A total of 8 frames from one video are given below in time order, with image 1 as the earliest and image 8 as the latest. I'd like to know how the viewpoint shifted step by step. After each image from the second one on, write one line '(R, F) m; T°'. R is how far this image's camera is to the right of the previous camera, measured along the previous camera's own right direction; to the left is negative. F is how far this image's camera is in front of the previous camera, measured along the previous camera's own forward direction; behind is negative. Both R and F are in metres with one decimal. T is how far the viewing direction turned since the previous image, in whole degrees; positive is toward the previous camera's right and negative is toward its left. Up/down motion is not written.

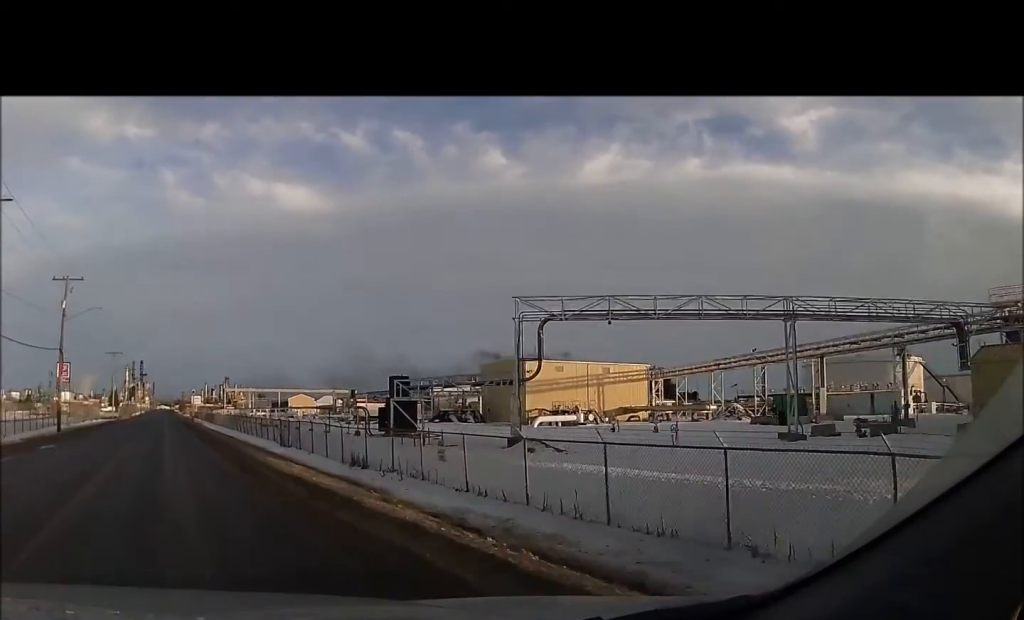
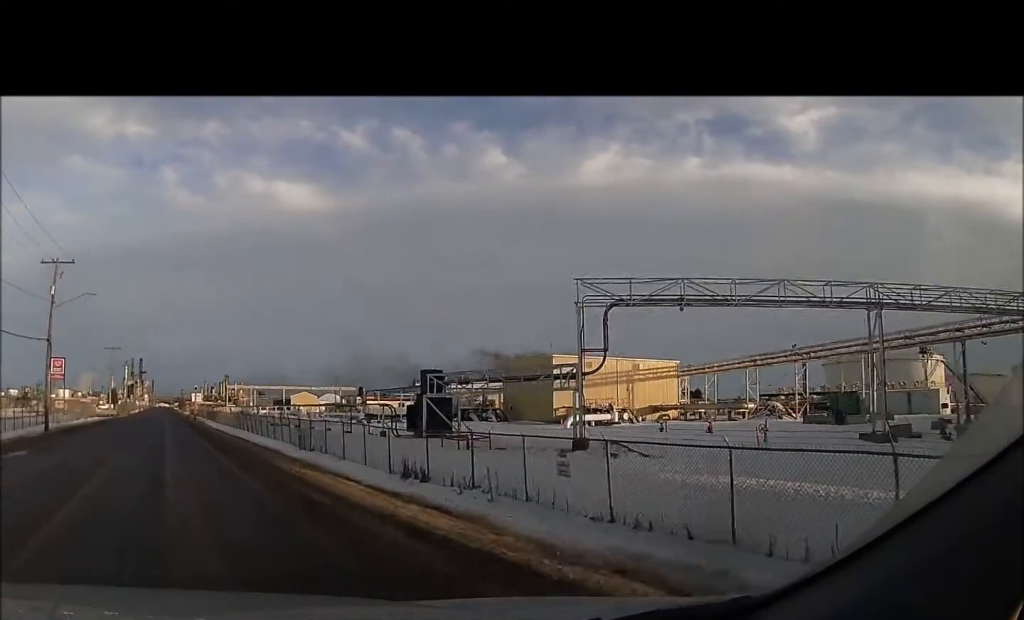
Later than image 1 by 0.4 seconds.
(0.0, +6.8) m; 0°
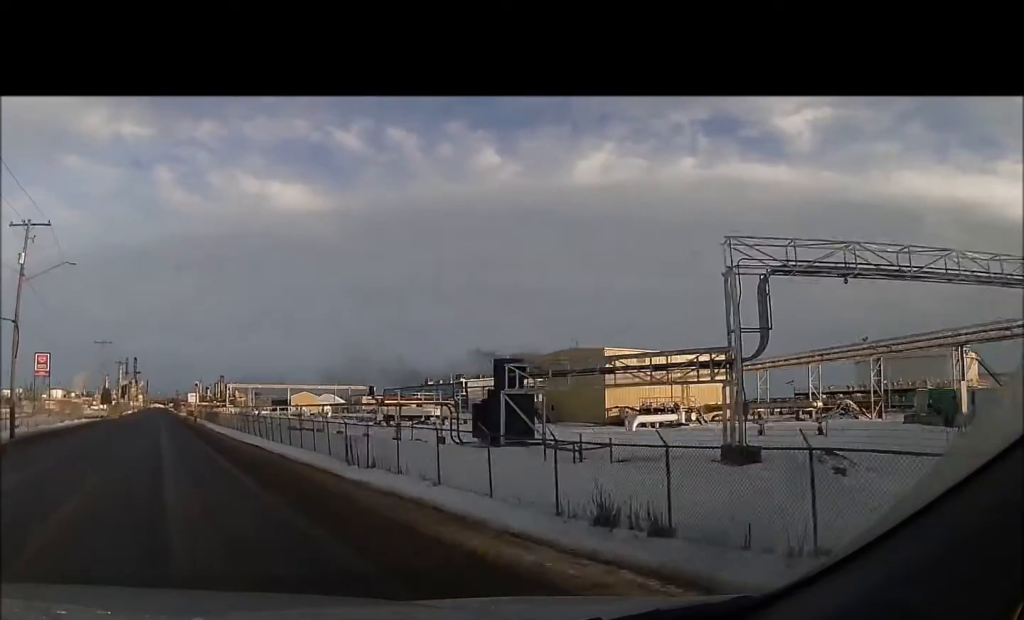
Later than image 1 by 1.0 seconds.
(0.0, +10.7) m; 0°
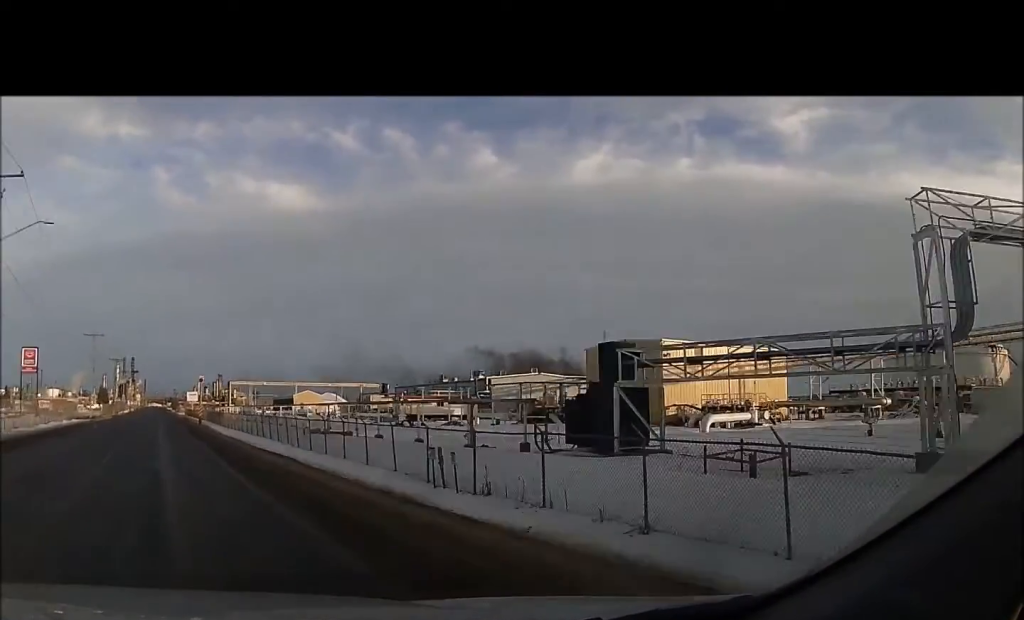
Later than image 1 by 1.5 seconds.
(0.0, +8.4) m; 0°
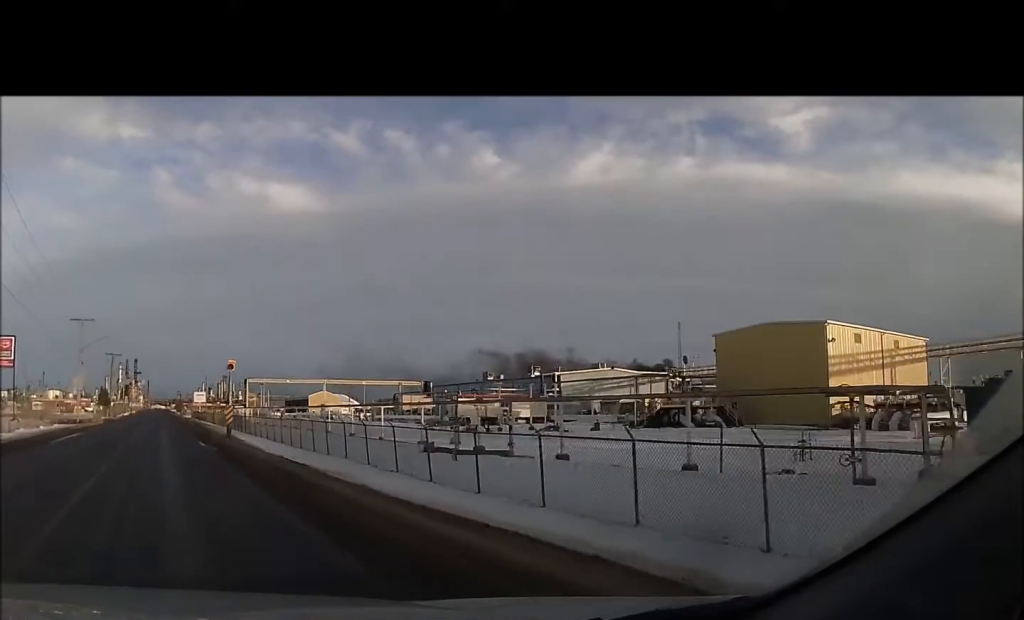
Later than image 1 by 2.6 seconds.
(0.0, +18.0) m; 0°
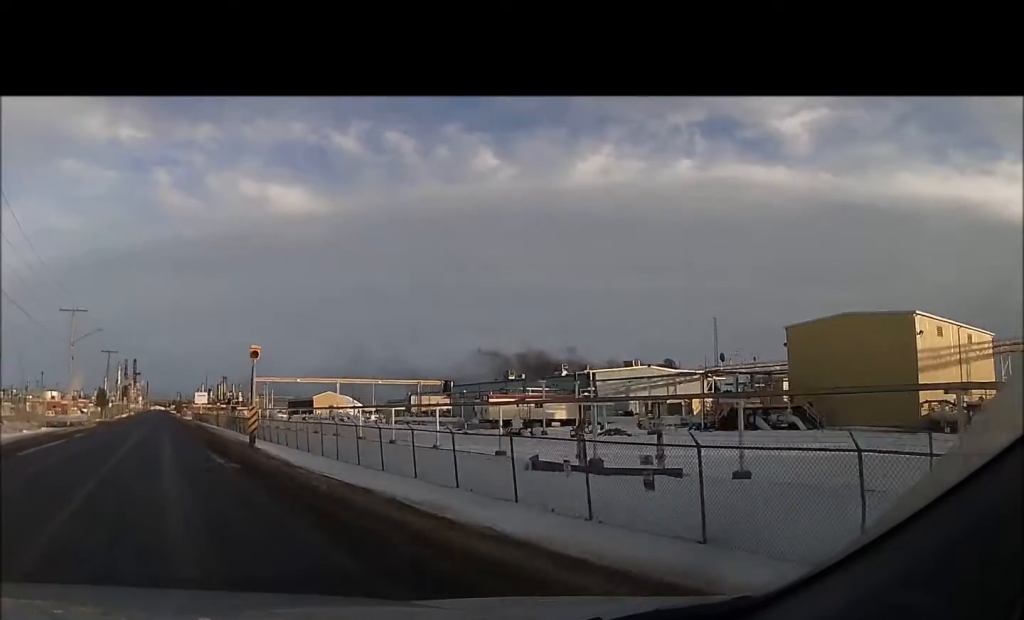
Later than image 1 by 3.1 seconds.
(0.0, +7.9) m; 0°
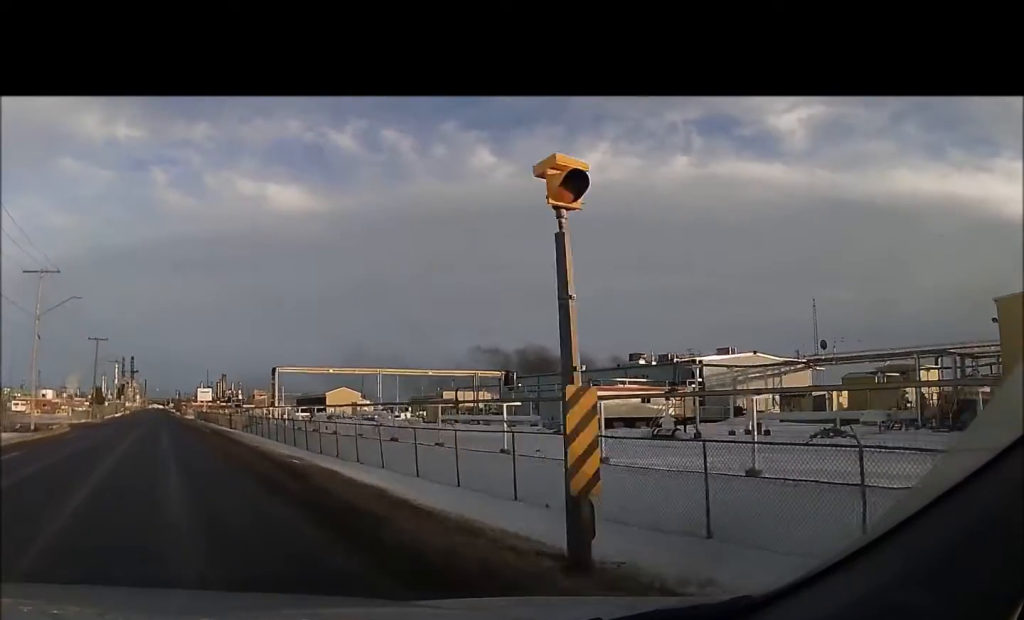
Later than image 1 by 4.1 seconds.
(0.0, +17.9) m; 0°
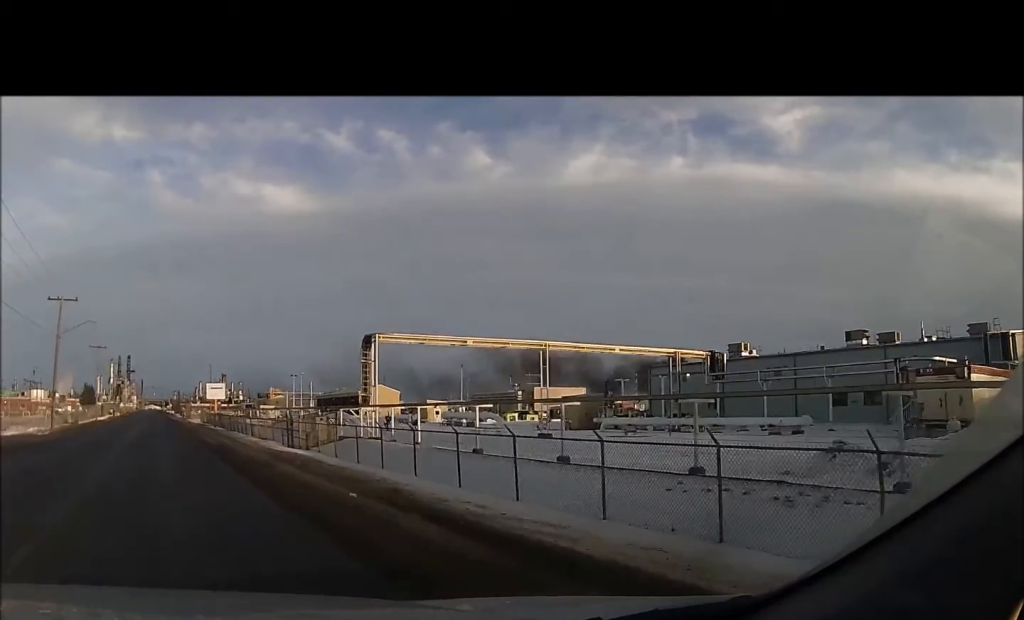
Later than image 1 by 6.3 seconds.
(0.0, +36.4) m; 0°
